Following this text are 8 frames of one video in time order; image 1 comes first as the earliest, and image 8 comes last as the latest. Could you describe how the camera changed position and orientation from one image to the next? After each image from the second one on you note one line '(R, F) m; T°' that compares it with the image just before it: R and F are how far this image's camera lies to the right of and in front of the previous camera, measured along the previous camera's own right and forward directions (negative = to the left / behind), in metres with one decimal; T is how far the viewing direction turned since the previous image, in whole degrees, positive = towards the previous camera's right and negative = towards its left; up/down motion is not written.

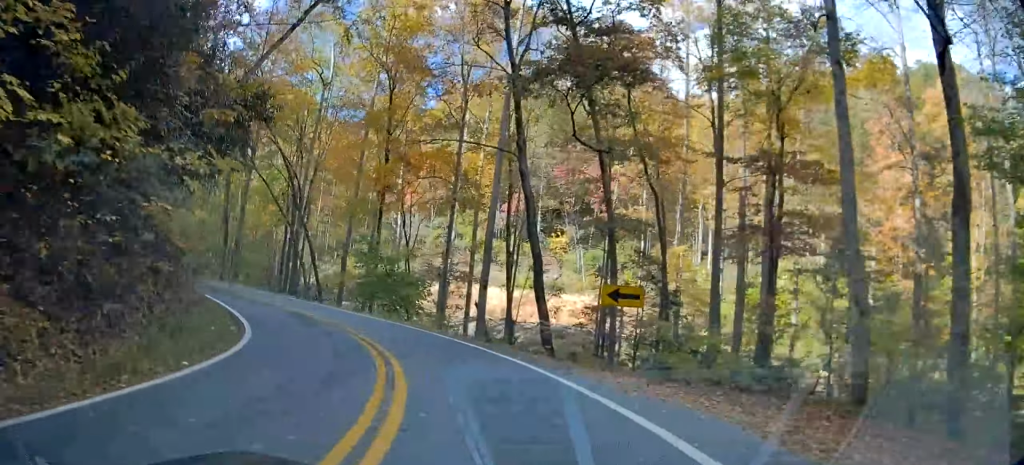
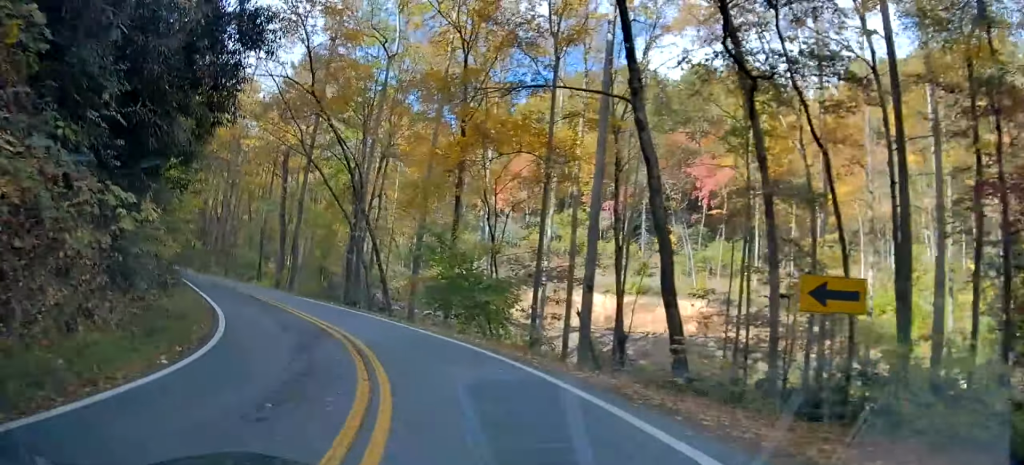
(-0.7, +8.2) m; -10°
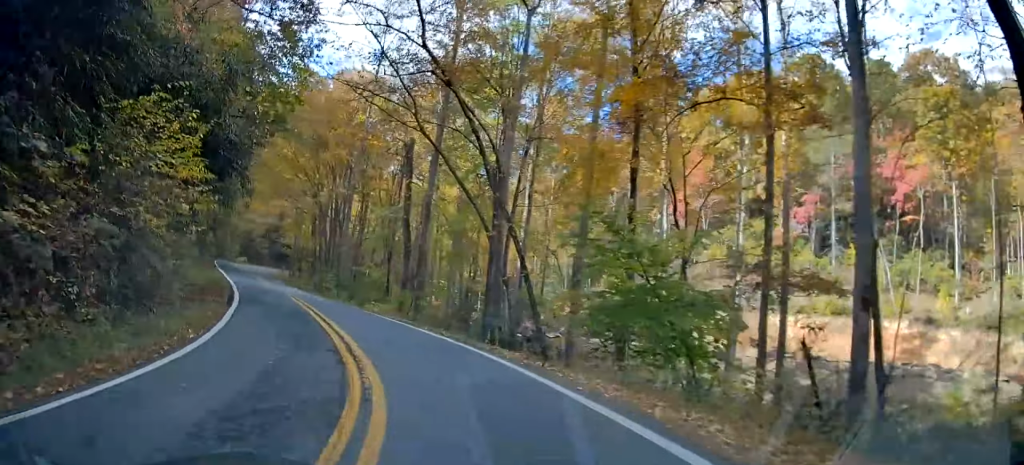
(-1.2, +10.6) m; -10°
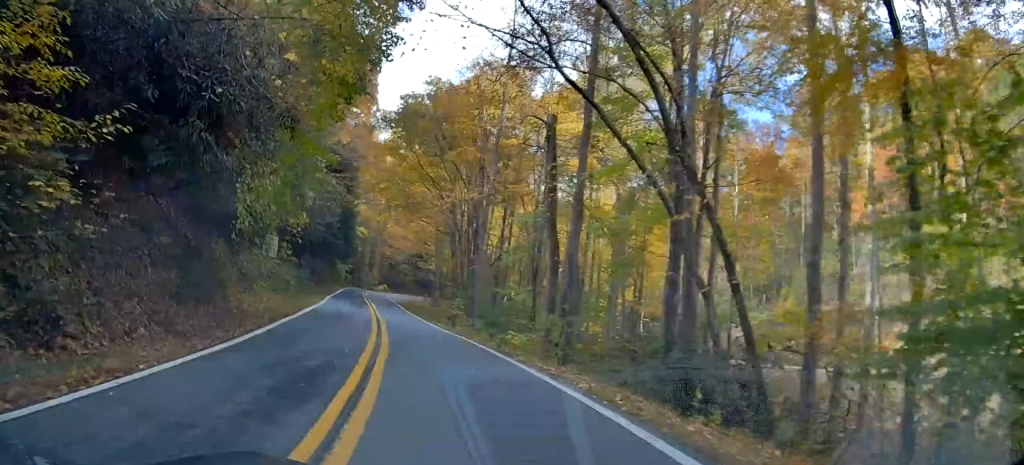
(-0.6, +9.9) m; -6°
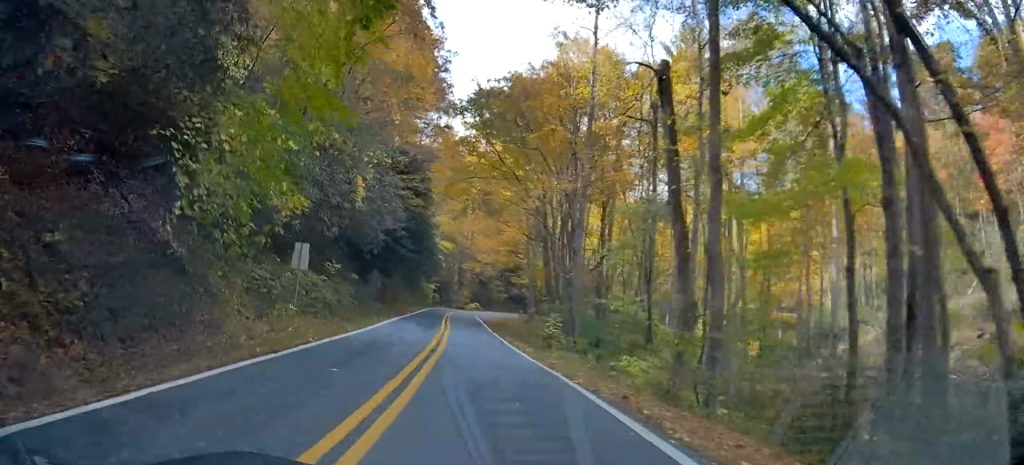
(-0.4, +8.0) m; -5°
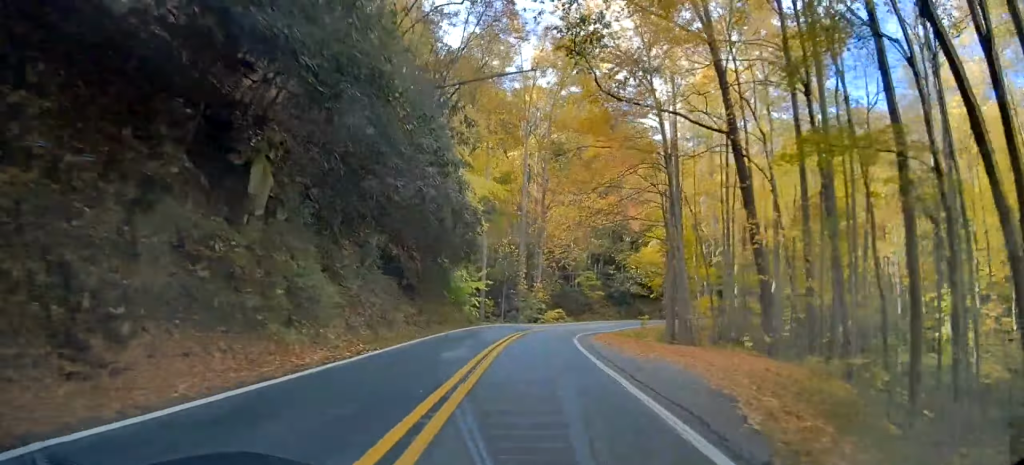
(-6.8, +46.4) m; -10°
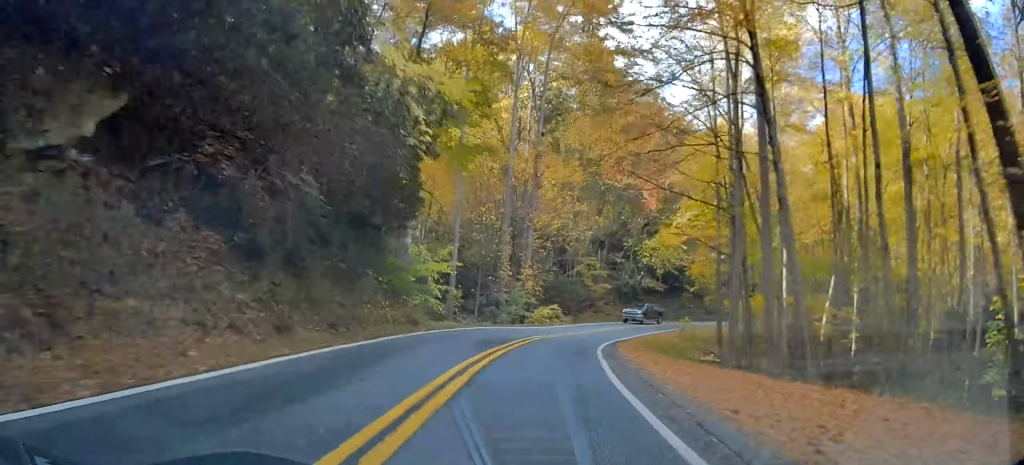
(0.0, +17.9) m; +2°
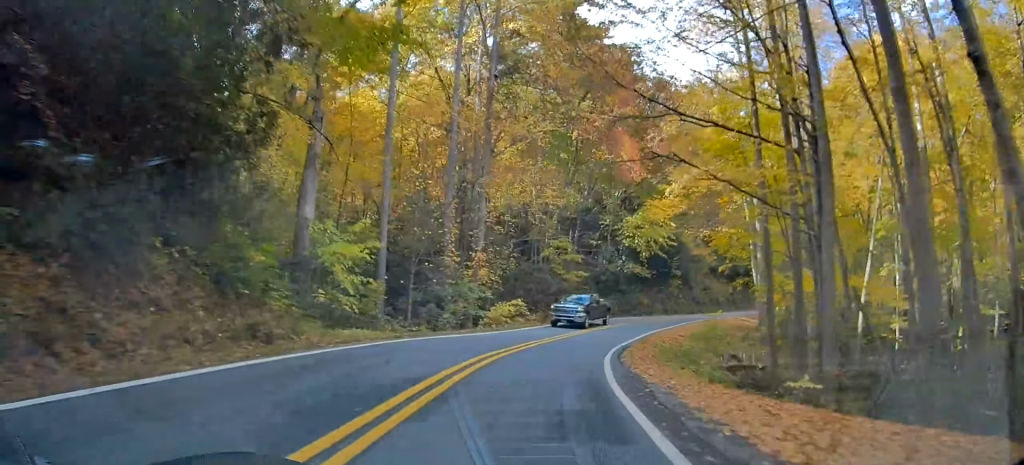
(+0.3, +13.3) m; +4°
